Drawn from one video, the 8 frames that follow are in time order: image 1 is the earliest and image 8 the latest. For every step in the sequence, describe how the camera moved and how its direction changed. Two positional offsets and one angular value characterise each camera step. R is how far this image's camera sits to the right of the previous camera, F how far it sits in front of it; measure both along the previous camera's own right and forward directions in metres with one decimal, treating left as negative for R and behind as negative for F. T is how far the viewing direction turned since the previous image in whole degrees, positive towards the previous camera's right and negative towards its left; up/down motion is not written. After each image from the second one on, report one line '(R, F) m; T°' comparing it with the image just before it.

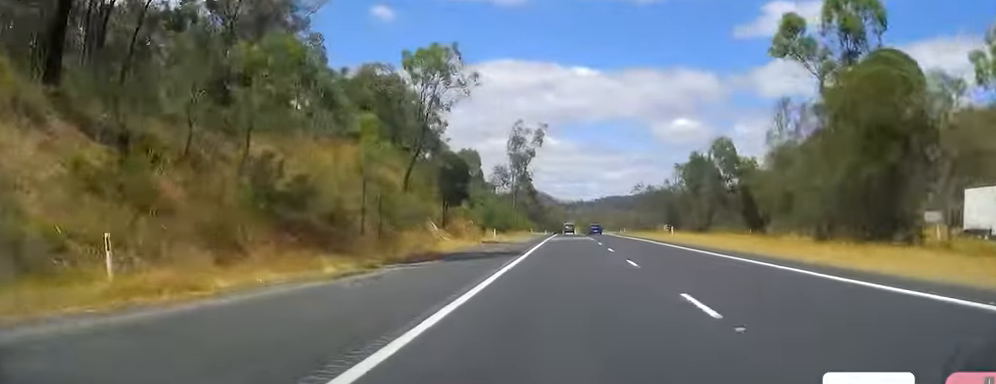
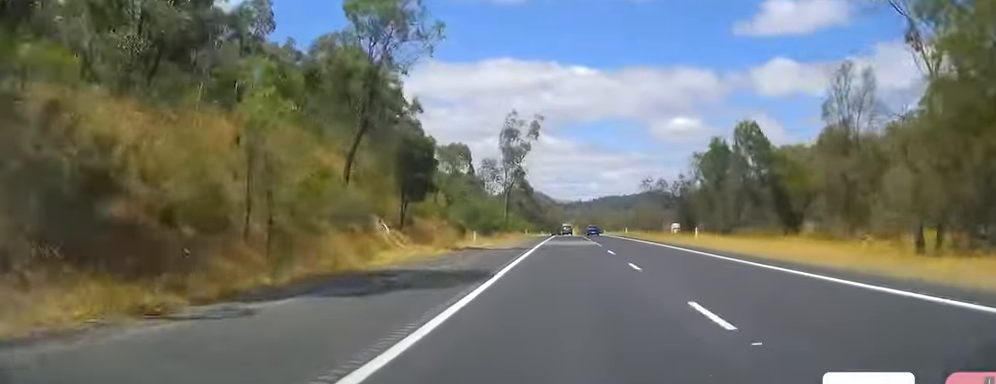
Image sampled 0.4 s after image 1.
(-0.1, +12.6) m; 0°
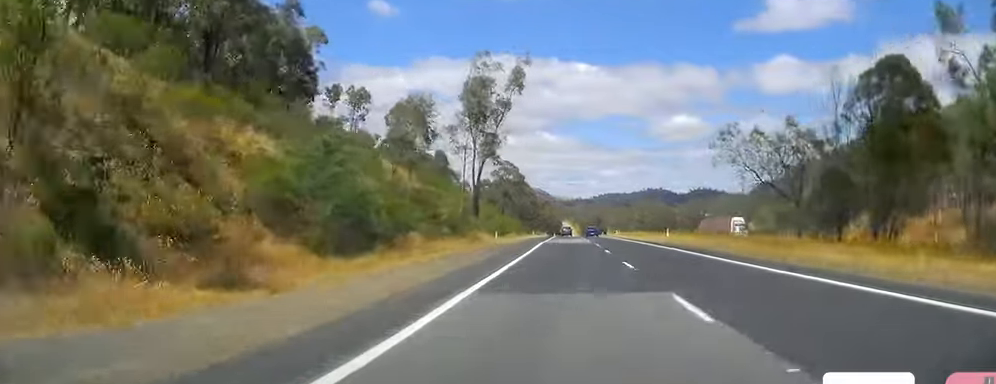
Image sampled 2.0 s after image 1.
(-0.2, +45.5) m; 0°
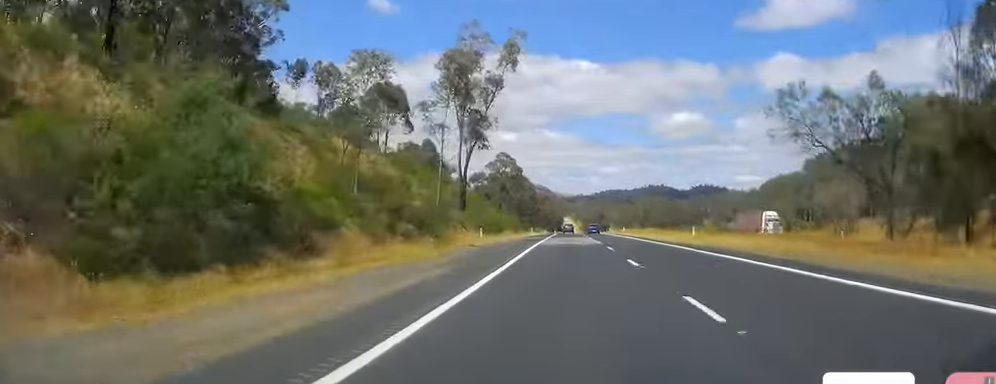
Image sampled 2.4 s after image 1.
(0.0, +12.6) m; 0°
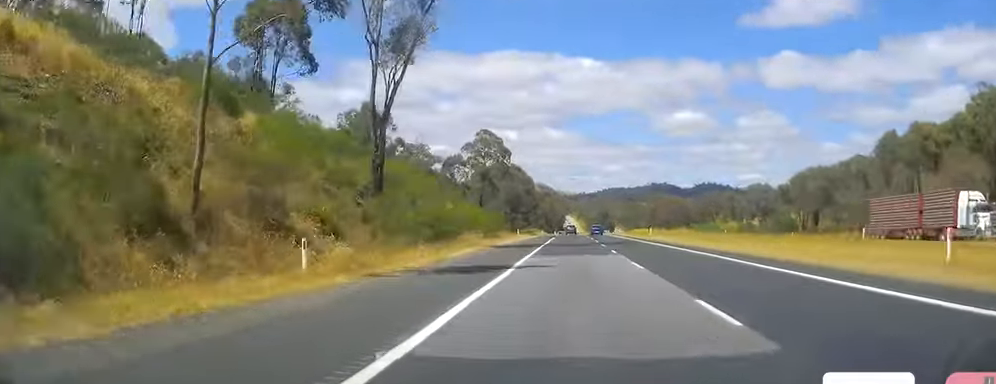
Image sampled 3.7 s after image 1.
(+0.3, +35.9) m; 0°
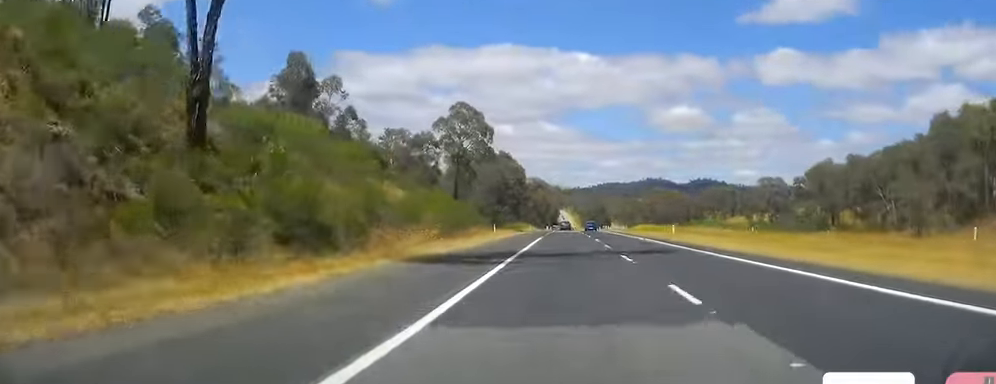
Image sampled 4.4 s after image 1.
(-0.3, +21.3) m; 0°
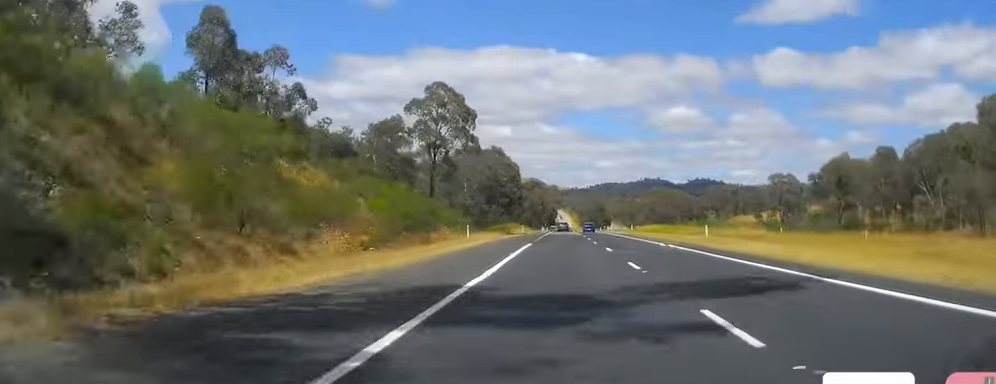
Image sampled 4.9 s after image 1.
(-0.2, +15.5) m; 0°
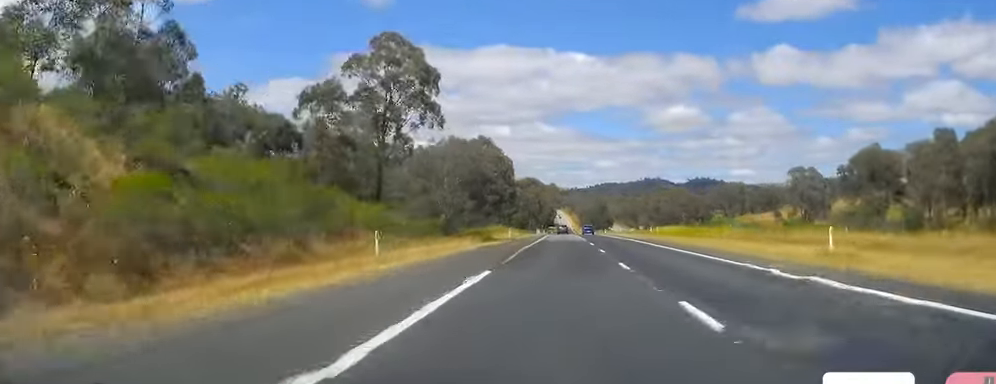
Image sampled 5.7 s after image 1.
(+0.4, +22.4) m; 0°
